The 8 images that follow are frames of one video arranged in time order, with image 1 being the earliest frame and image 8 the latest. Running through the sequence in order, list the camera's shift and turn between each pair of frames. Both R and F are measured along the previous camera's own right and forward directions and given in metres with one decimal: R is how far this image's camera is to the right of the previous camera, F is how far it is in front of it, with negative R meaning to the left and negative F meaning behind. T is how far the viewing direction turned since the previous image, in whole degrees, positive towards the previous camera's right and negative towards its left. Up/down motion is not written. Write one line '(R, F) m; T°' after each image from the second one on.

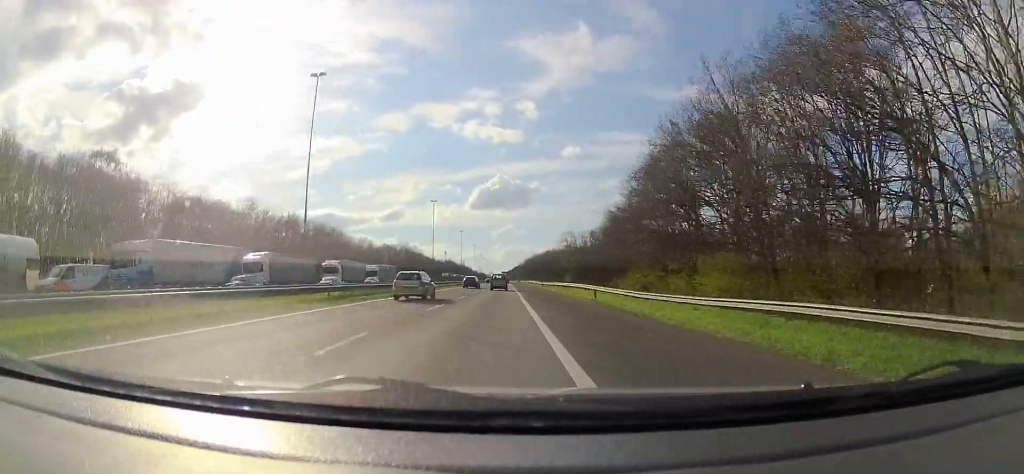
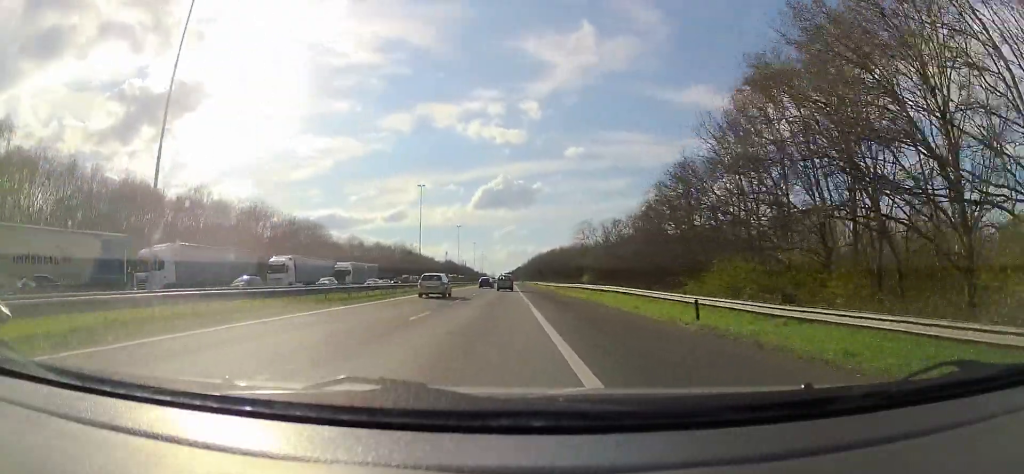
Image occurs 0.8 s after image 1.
(0.0, +16.3) m; 0°
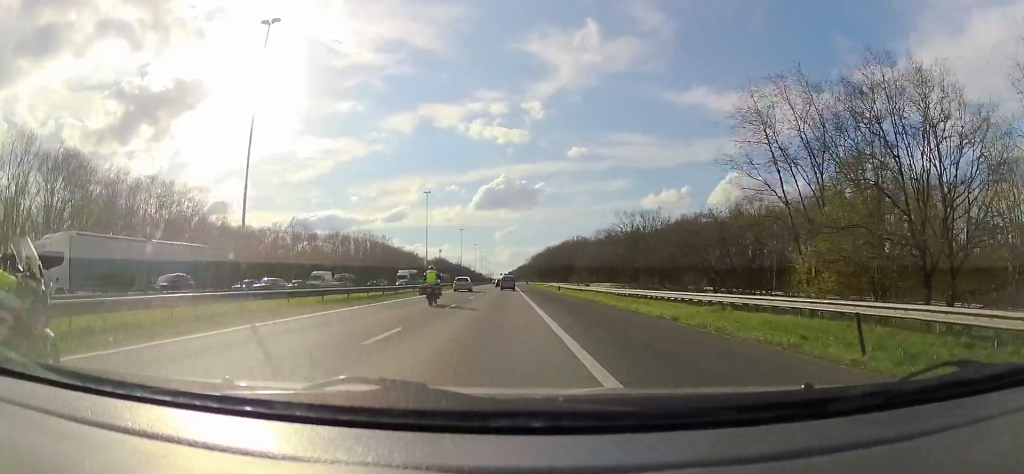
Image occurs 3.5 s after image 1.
(-0.3, +52.9) m; -2°
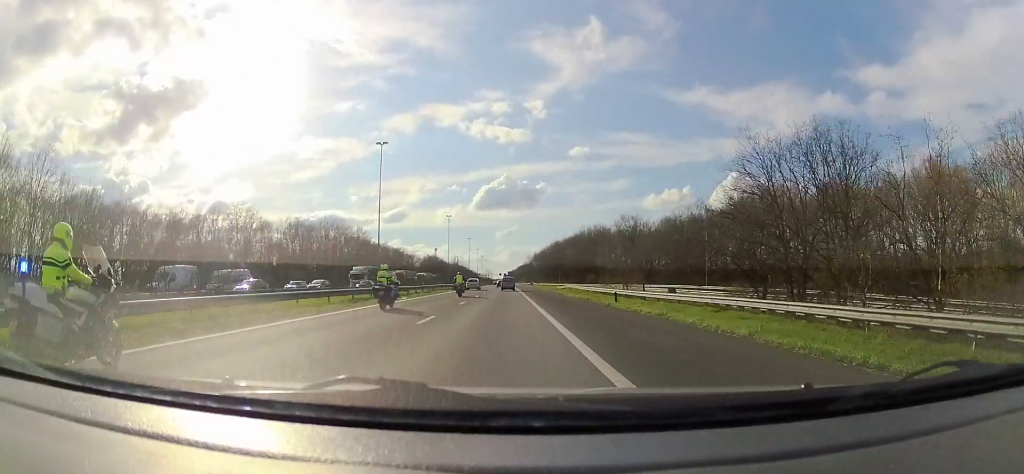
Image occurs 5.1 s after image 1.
(+0.1, +30.6) m; 0°
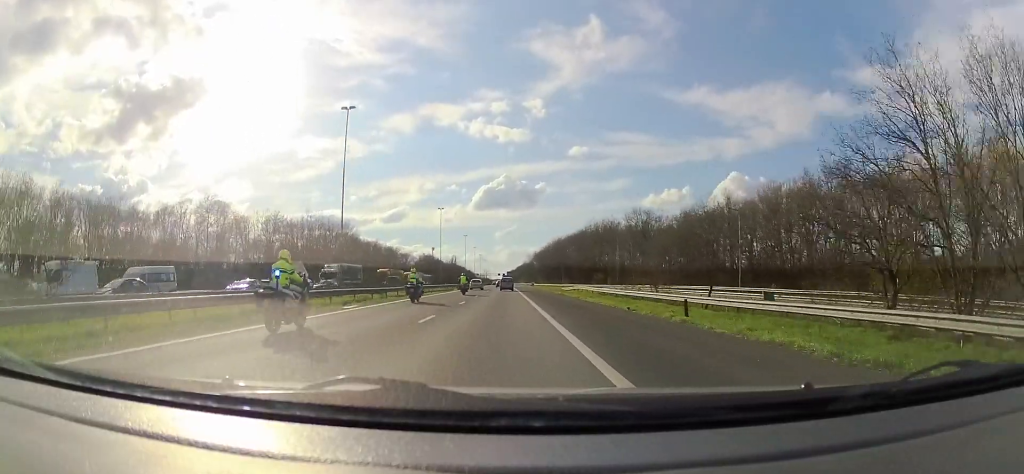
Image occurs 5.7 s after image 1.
(0.0, +11.3) m; +1°
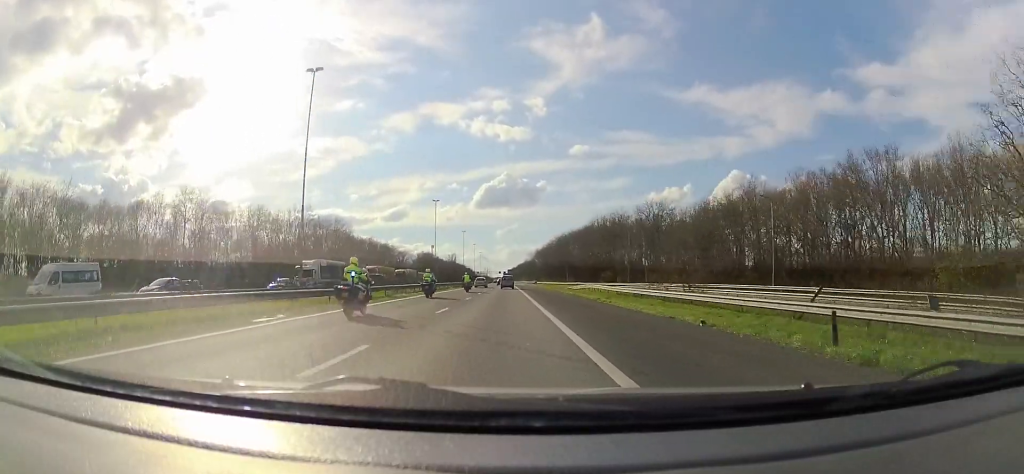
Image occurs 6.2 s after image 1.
(-0.1, +8.1) m; +1°
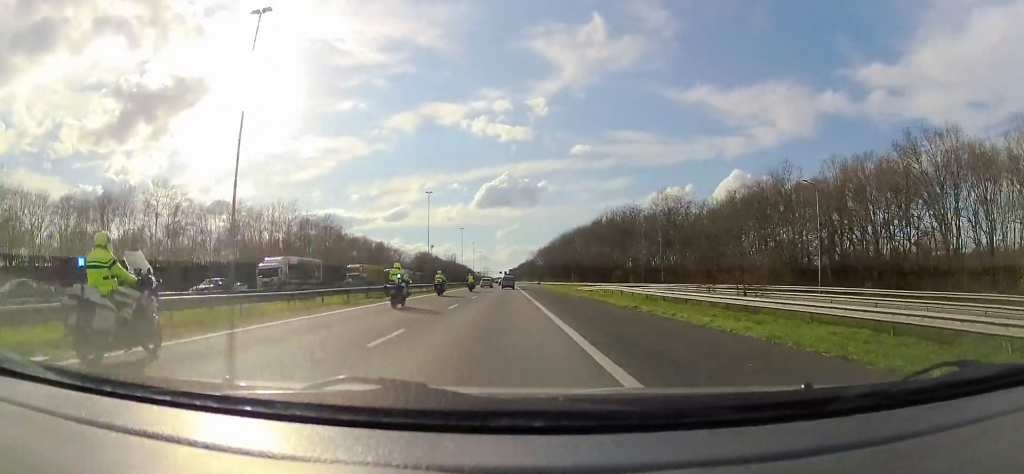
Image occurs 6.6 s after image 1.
(+0.1, +8.7) m; 0°
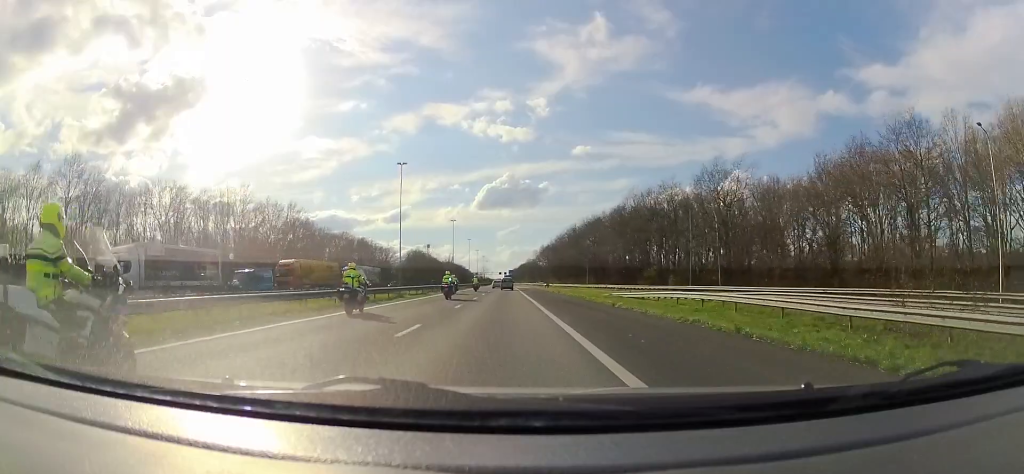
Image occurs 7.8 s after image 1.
(+0.2, +21.3) m; -1°
